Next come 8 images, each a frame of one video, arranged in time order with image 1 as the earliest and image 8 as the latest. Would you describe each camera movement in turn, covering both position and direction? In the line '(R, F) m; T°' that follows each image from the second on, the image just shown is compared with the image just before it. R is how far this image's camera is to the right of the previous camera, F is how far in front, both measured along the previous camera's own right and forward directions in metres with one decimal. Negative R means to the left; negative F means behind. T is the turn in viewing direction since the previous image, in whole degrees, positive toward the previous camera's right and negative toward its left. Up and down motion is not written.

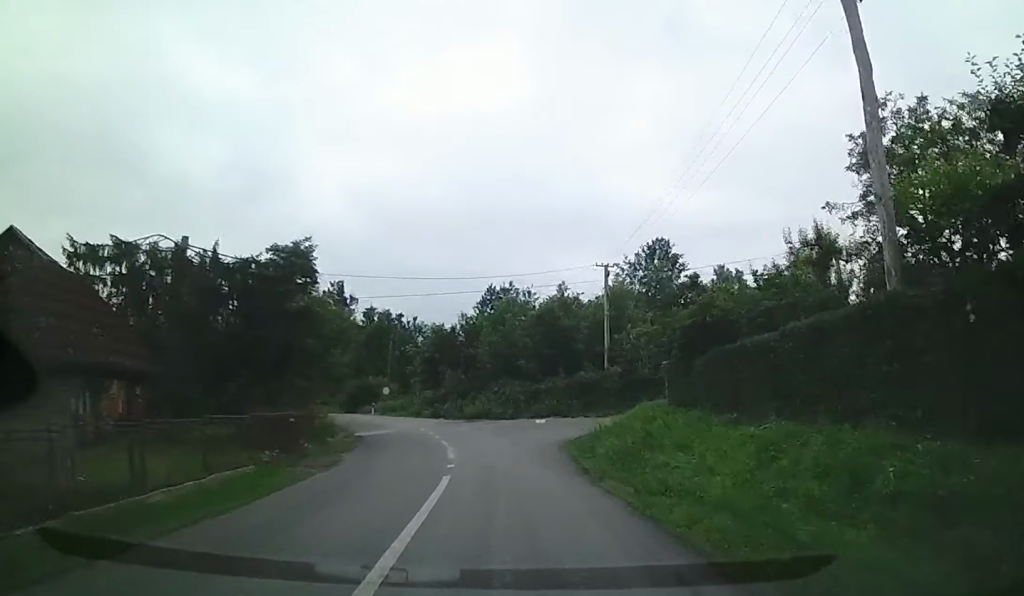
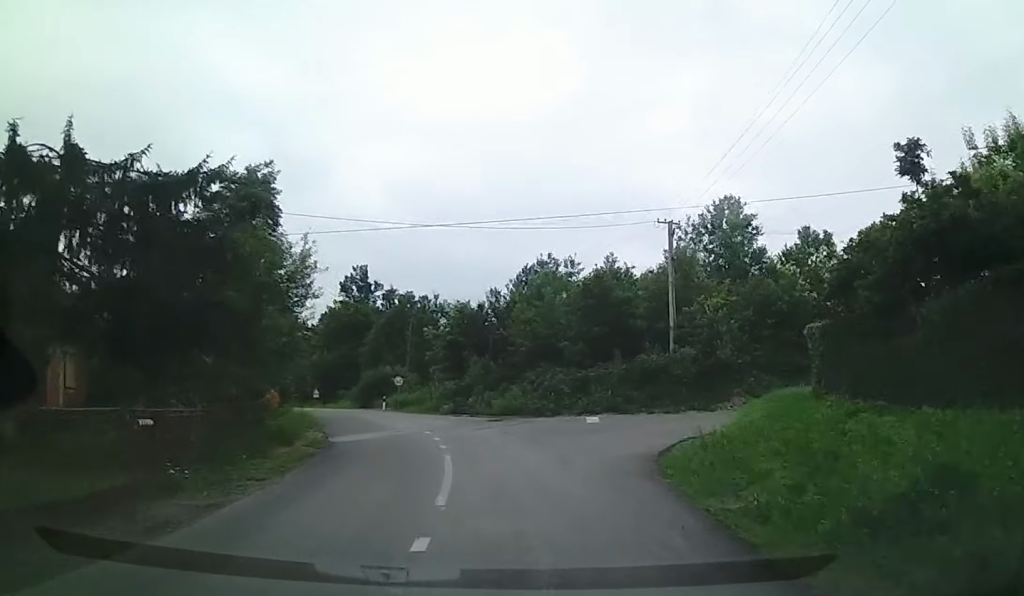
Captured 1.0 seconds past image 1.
(-0.2, +9.3) m; -4°
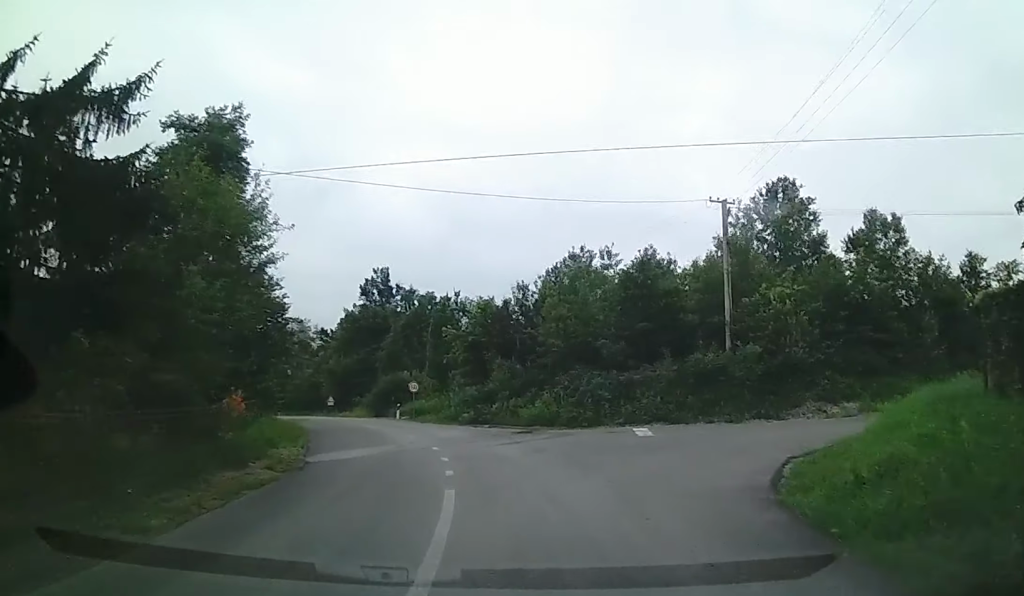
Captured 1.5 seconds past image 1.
(+0.2, +4.8) m; -4°
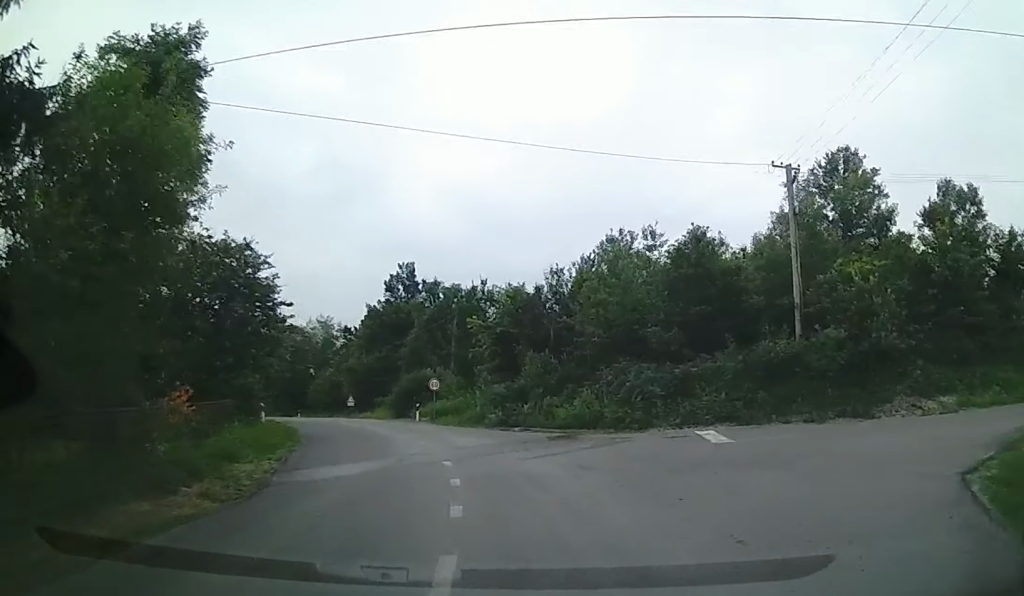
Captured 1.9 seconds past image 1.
(-0.2, +4.2) m; -4°
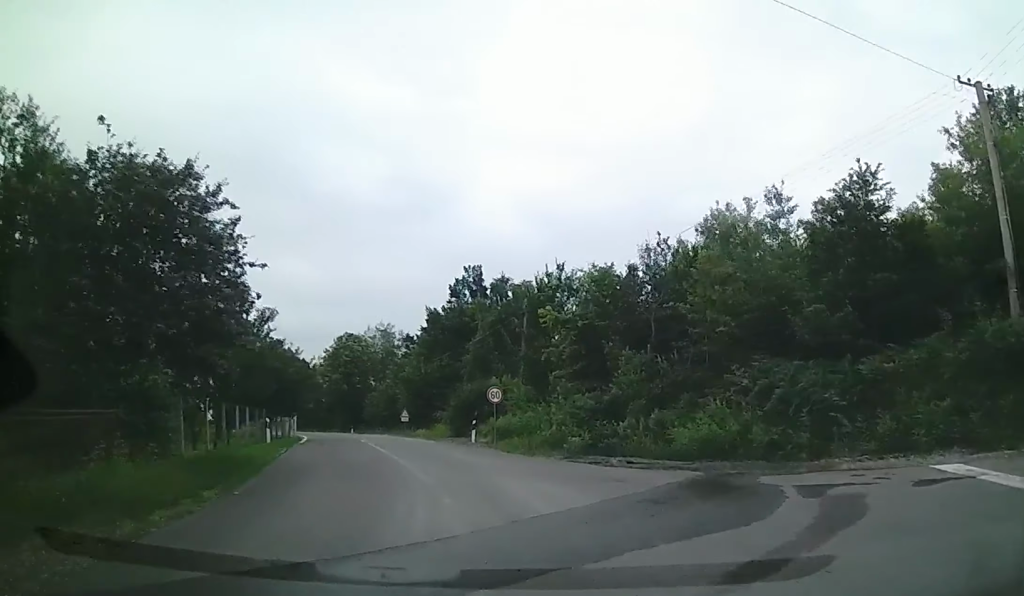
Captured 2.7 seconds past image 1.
(-0.7, +8.4) m; -8°
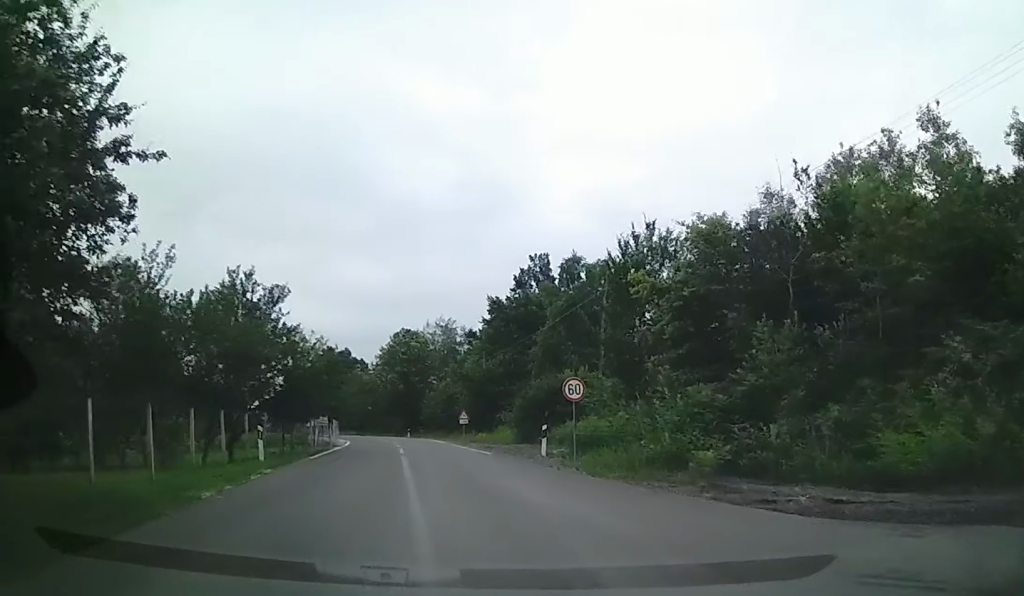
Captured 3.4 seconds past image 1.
(-0.4, +7.4) m; -4°
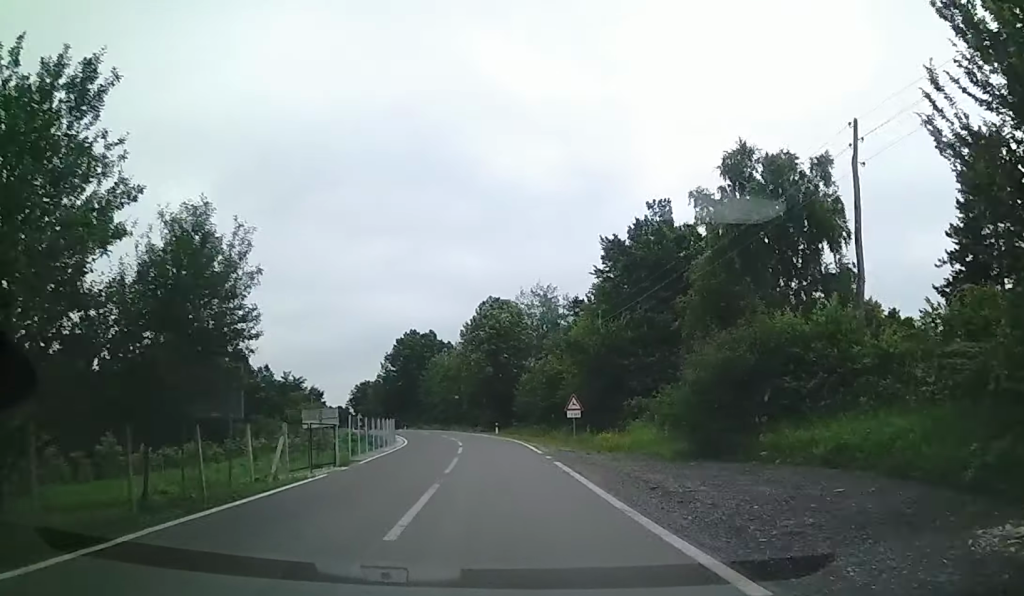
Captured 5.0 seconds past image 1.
(-0.8, +18.0) m; -5°
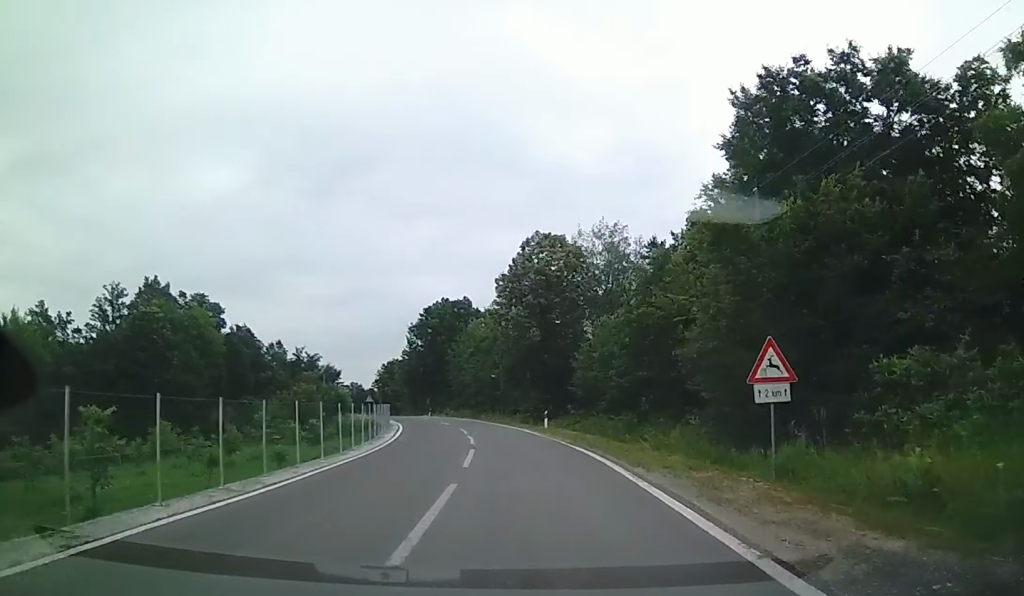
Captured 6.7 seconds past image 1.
(-1.2, +20.6) m; -6°
